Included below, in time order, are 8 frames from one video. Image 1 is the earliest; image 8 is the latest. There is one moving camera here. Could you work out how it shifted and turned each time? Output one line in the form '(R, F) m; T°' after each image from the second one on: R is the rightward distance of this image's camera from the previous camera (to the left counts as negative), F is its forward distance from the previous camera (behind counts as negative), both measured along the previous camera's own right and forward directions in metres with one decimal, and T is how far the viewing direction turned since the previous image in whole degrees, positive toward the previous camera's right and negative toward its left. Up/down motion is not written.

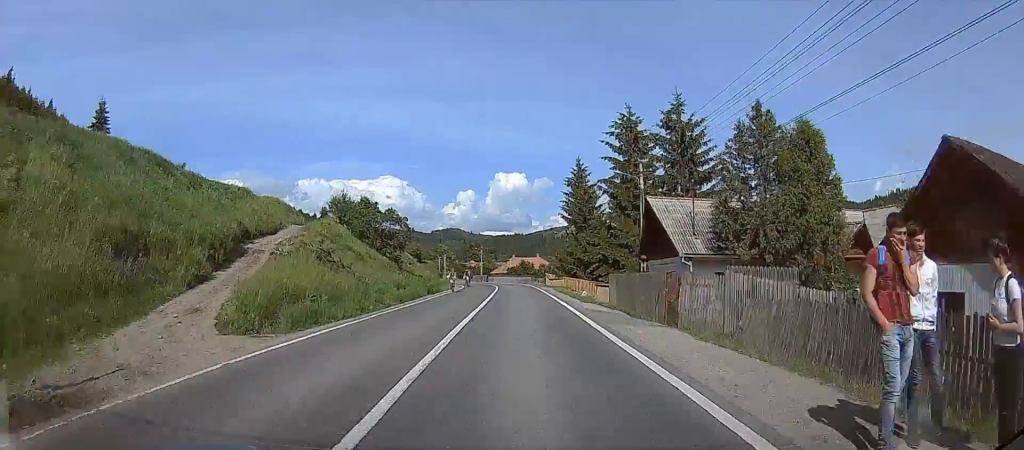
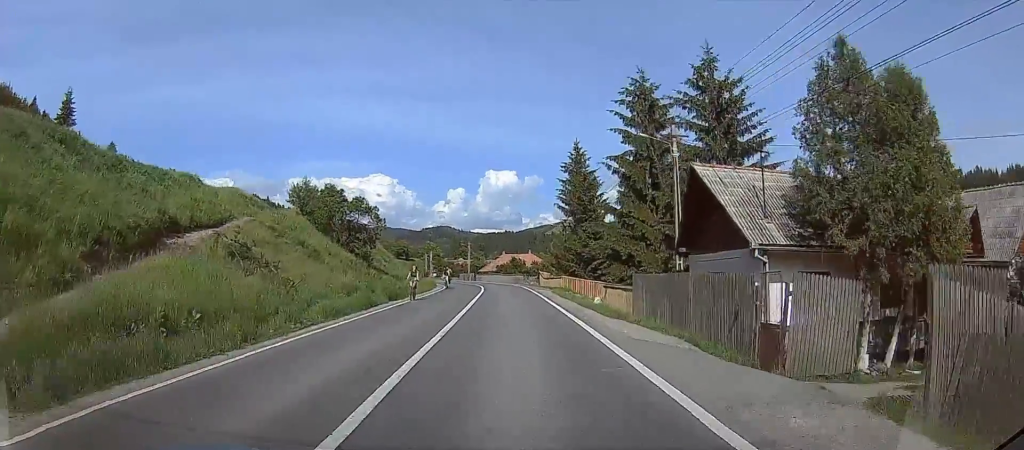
(+0.1, +8.2) m; +2°
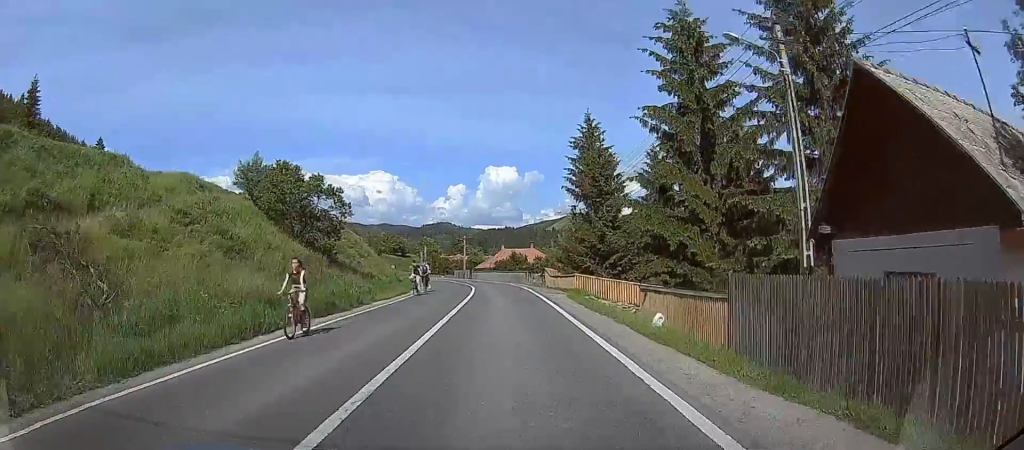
(0.0, +10.2) m; +3°
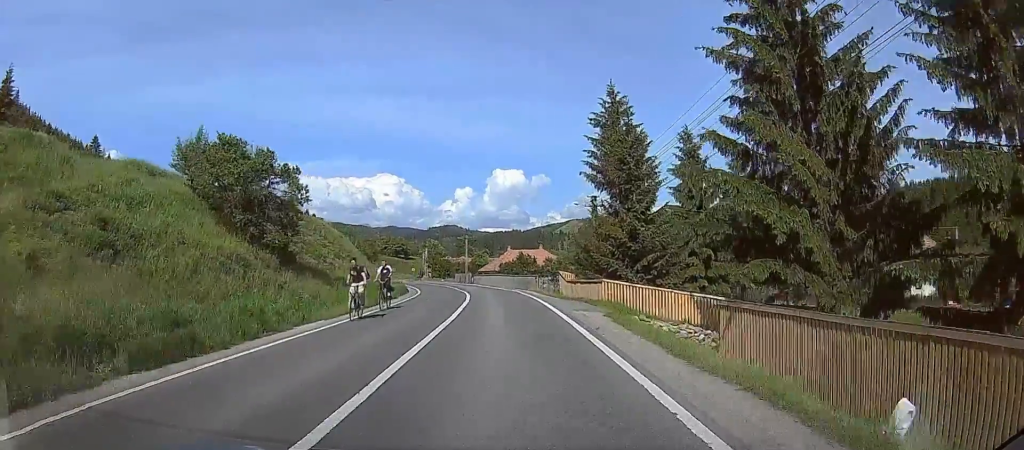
(+0.6, +9.1) m; -4°
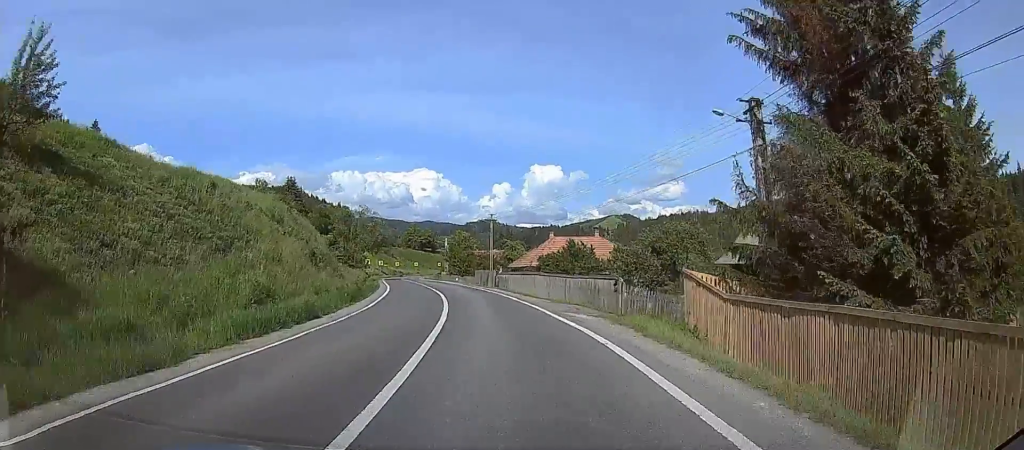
(-2.8, +24.7) m; -6°
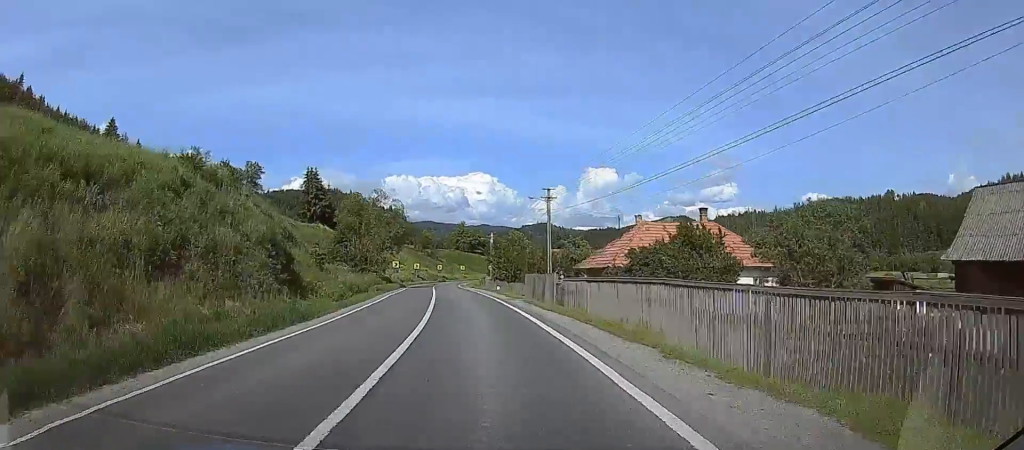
(+1.1, +19.8) m; -3°
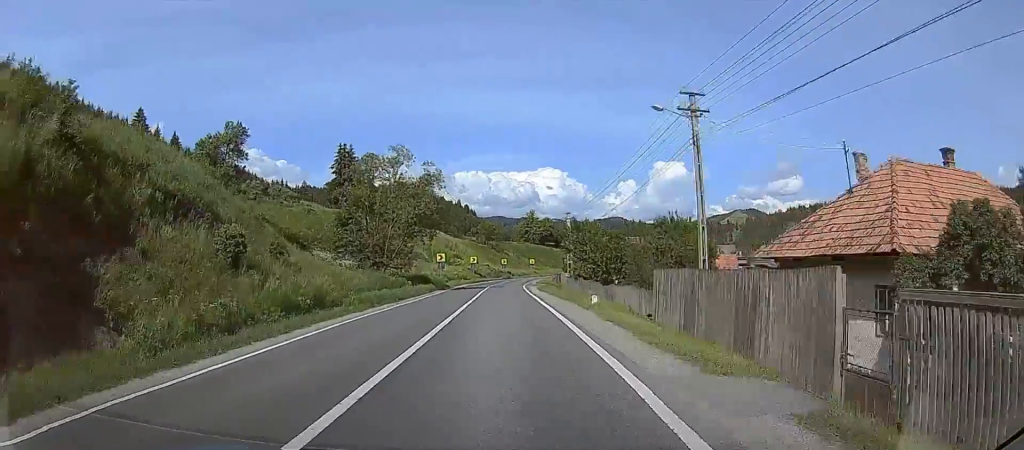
(-2.5, +20.9) m; -10°
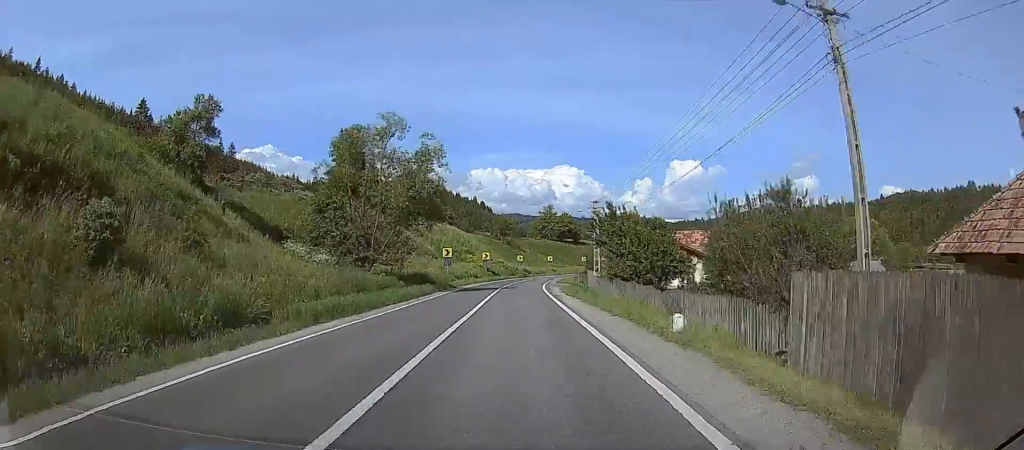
(0.0, +8.6) m; -1°
